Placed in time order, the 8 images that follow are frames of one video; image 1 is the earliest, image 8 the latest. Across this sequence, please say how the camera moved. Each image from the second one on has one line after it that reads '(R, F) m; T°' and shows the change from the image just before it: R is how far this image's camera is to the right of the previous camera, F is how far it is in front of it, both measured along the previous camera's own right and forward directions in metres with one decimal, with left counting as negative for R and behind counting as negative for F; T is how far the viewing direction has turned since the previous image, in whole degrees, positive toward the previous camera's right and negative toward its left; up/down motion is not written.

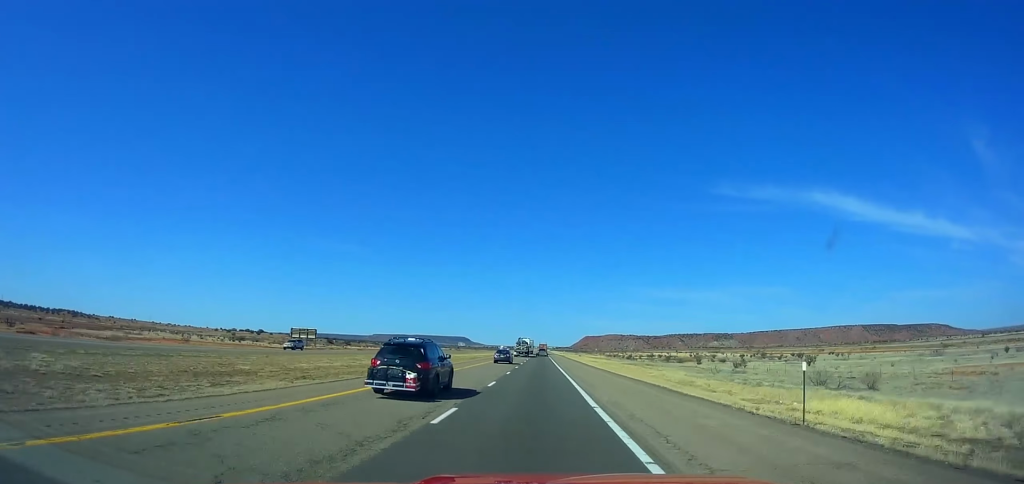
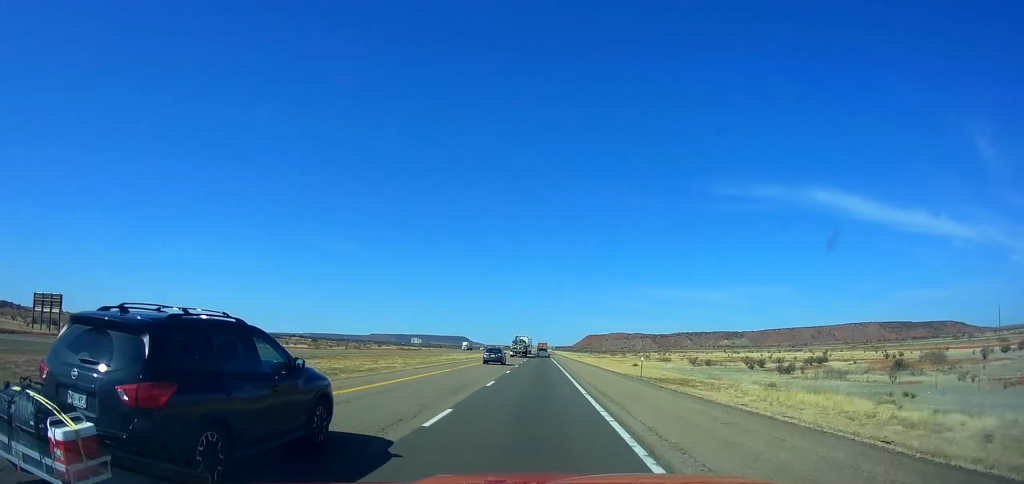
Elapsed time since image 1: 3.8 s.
(+0.4, +134.7) m; 0°
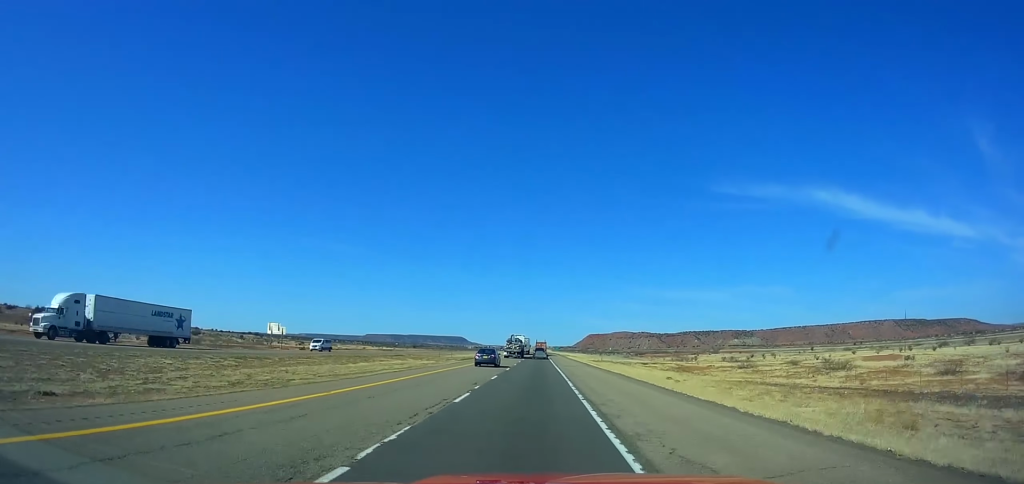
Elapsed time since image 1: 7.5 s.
(-0.3, +129.6) m; -1°
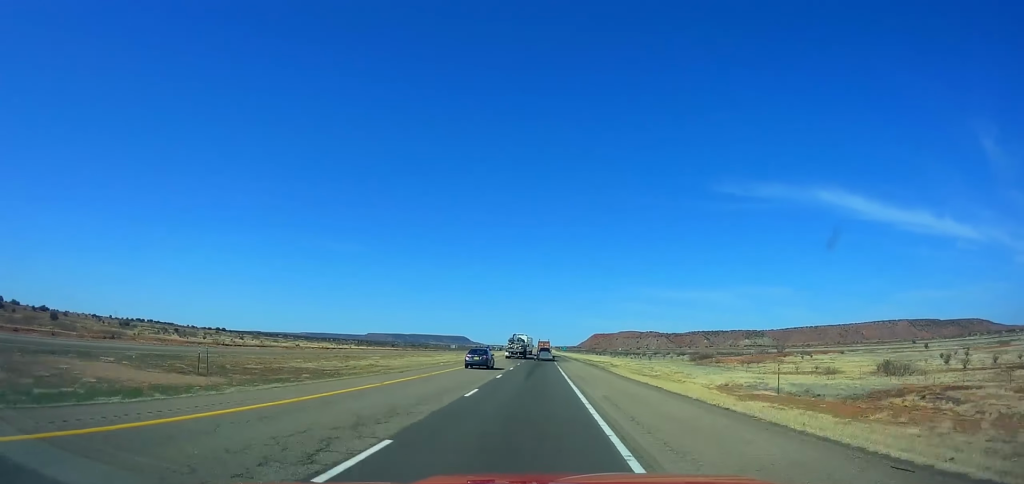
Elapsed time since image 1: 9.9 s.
(-0.7, +83.0) m; 0°
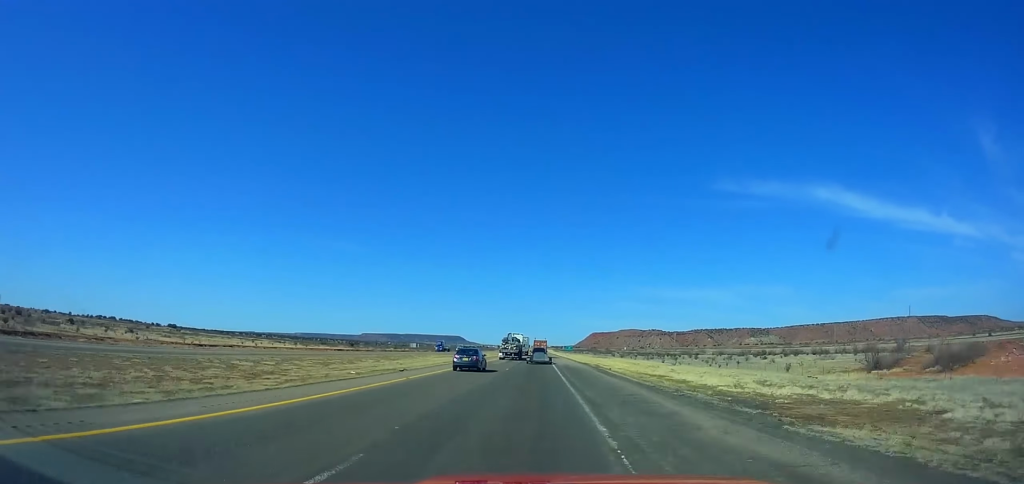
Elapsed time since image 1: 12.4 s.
(+0.5, +84.9) m; 0°
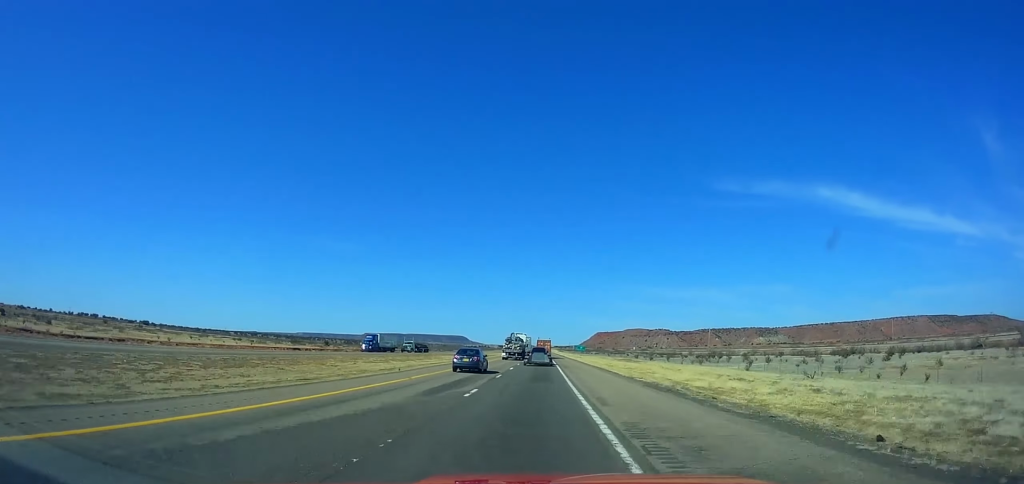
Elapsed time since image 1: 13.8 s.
(+0.1, +46.9) m; 0°
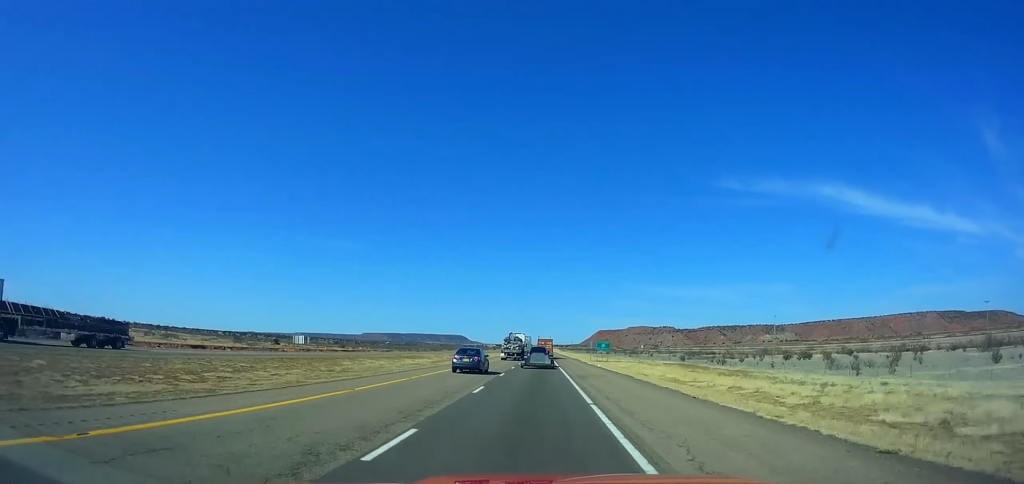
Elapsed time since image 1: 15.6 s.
(-0.2, +59.1) m; 0°
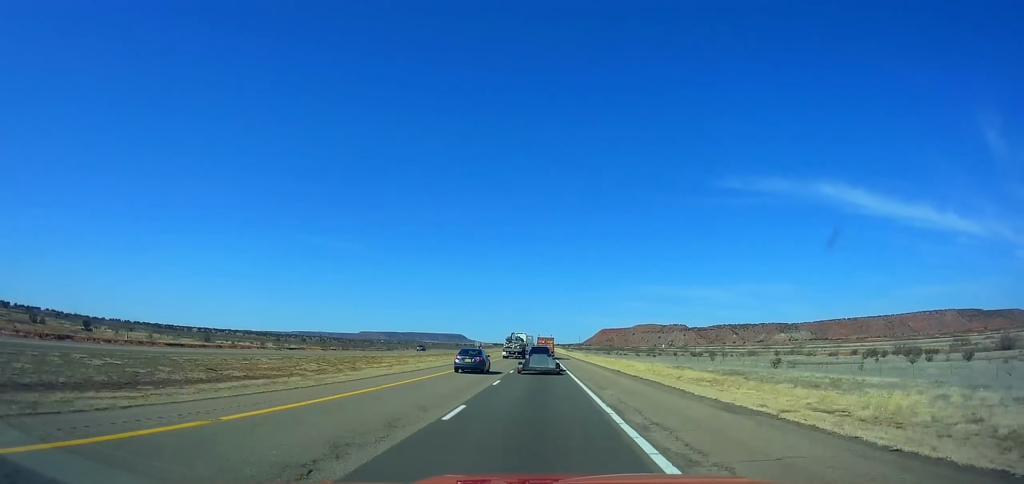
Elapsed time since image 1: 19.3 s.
(-0.4, +117.8) m; 0°
